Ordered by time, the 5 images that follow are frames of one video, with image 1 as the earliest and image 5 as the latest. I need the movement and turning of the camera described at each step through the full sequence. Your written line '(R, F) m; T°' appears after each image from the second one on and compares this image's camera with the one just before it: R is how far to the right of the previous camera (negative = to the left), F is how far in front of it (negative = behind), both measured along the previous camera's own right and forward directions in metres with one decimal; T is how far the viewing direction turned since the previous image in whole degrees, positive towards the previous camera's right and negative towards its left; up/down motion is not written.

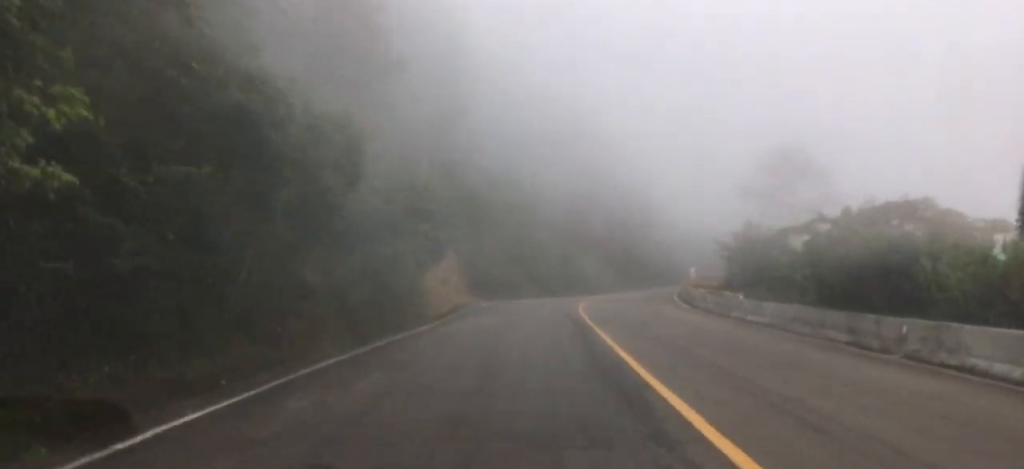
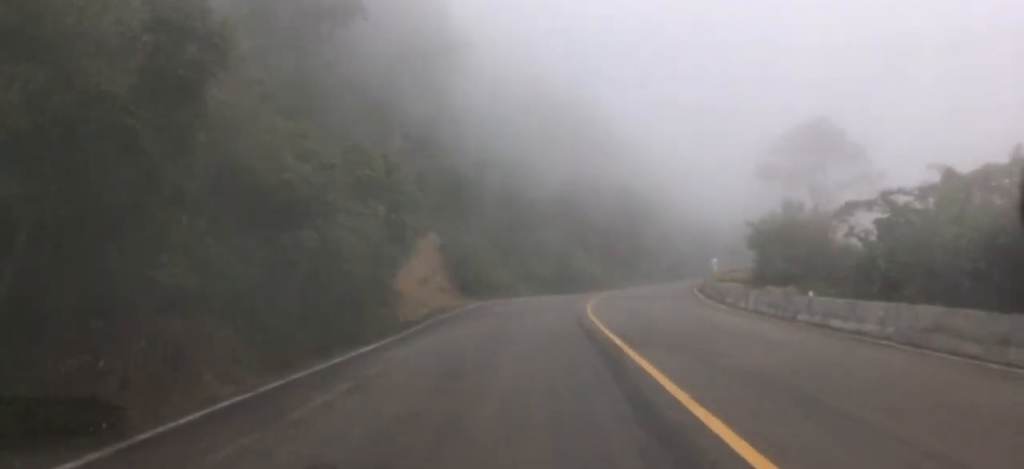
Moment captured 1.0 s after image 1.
(+0.4, +8.2) m; +4°
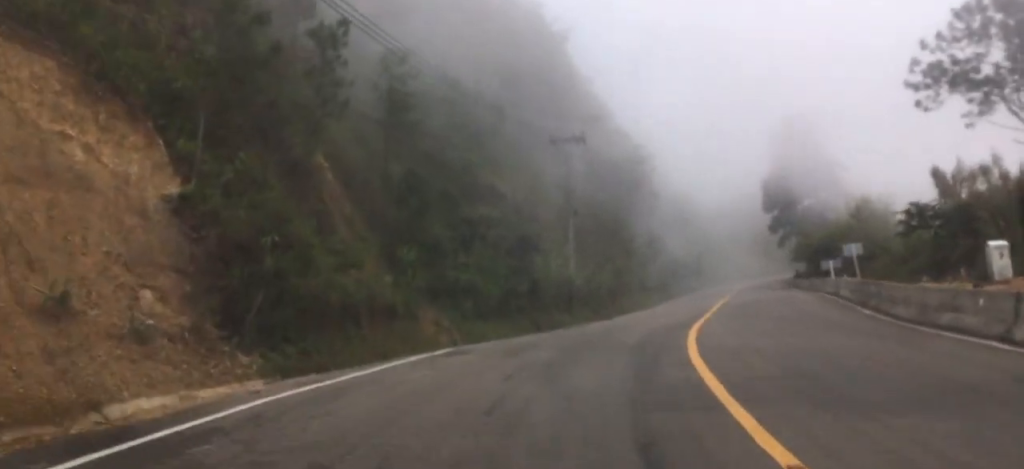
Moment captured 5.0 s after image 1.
(-0.3, +32.6) m; +4°
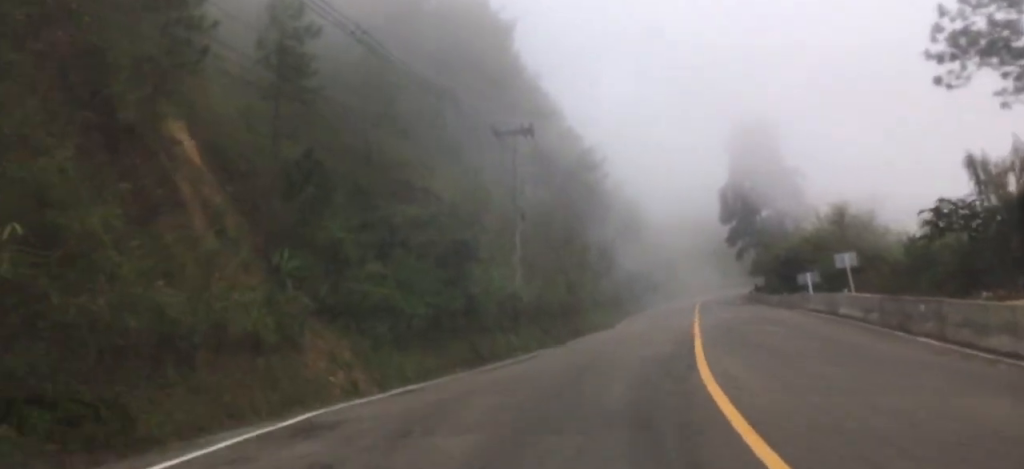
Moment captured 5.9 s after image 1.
(+0.5, +7.3) m; +9°
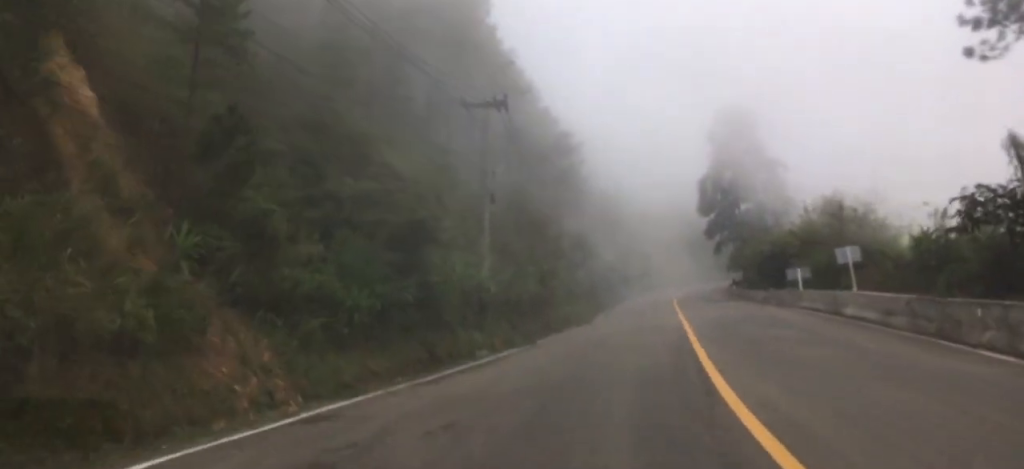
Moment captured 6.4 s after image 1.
(+0.3, +4.1) m; +5°
